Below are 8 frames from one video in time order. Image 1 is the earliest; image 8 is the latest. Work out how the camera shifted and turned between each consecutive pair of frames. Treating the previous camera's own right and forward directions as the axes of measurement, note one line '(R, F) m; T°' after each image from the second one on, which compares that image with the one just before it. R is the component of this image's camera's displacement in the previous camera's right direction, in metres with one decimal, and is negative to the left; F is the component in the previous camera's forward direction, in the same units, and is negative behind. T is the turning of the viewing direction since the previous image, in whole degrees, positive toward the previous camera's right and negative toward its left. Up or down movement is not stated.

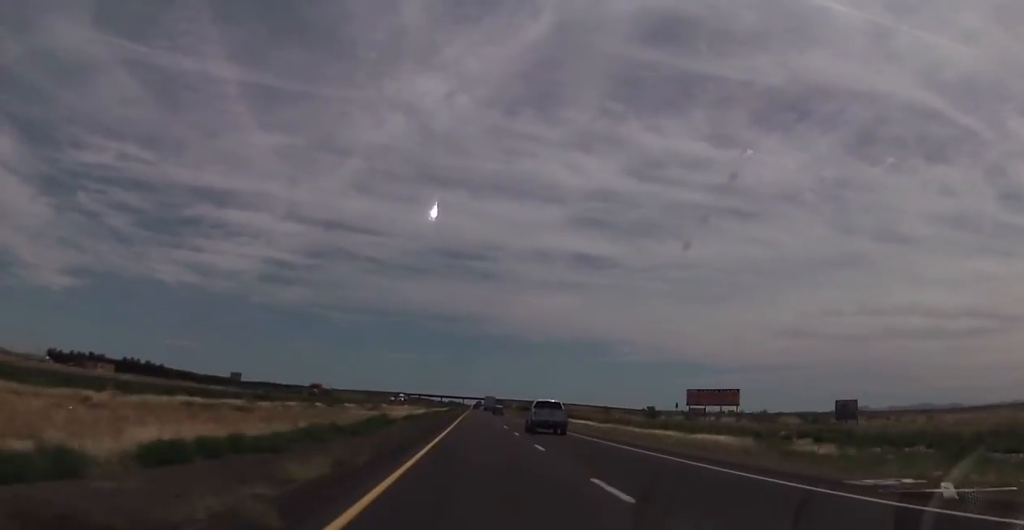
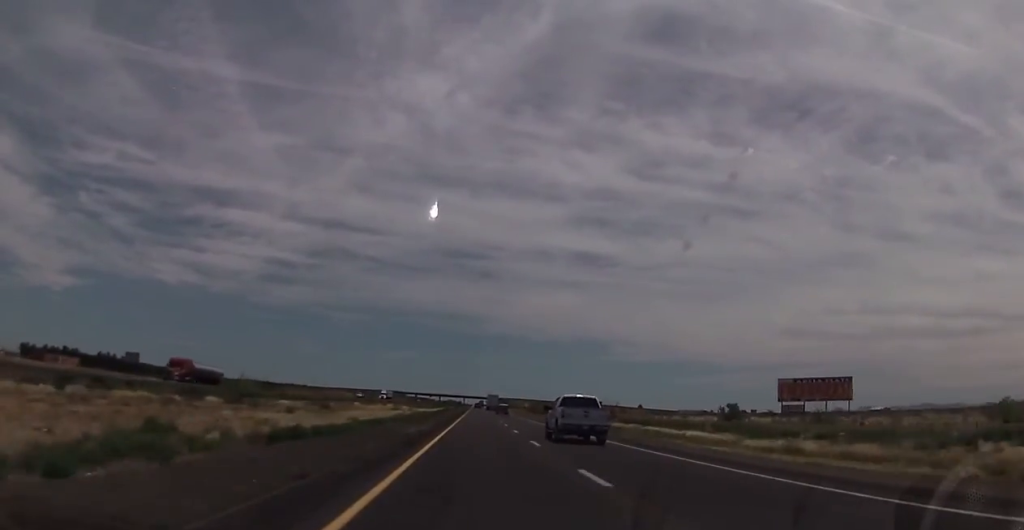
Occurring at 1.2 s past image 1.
(-0.4, +46.8) m; 0°
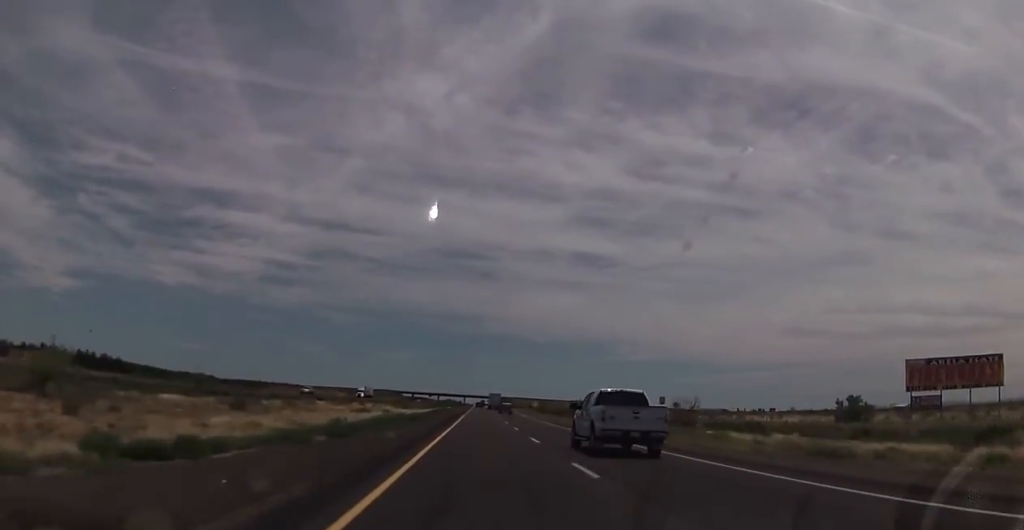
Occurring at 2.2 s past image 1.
(0.0, +35.0) m; 0°
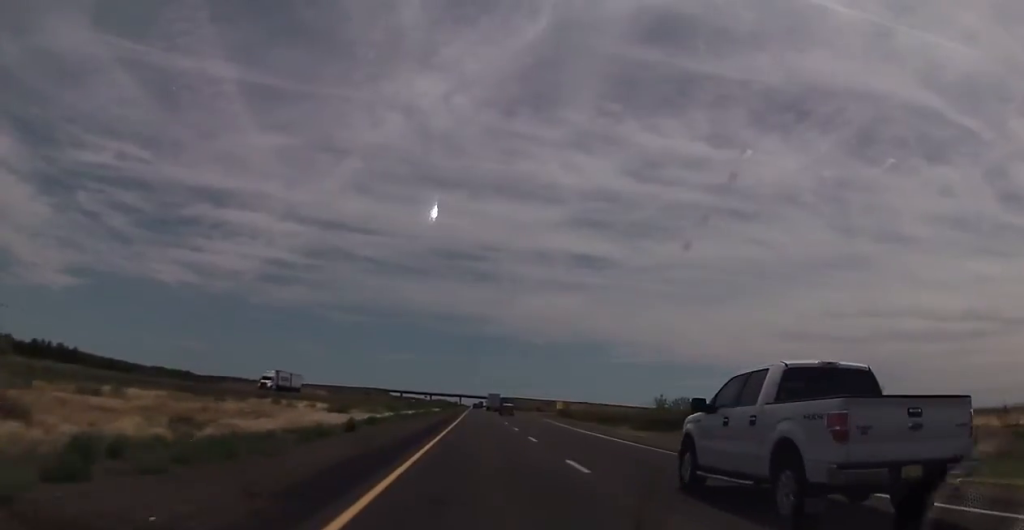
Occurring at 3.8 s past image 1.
(+0.3, +60.5) m; +1°
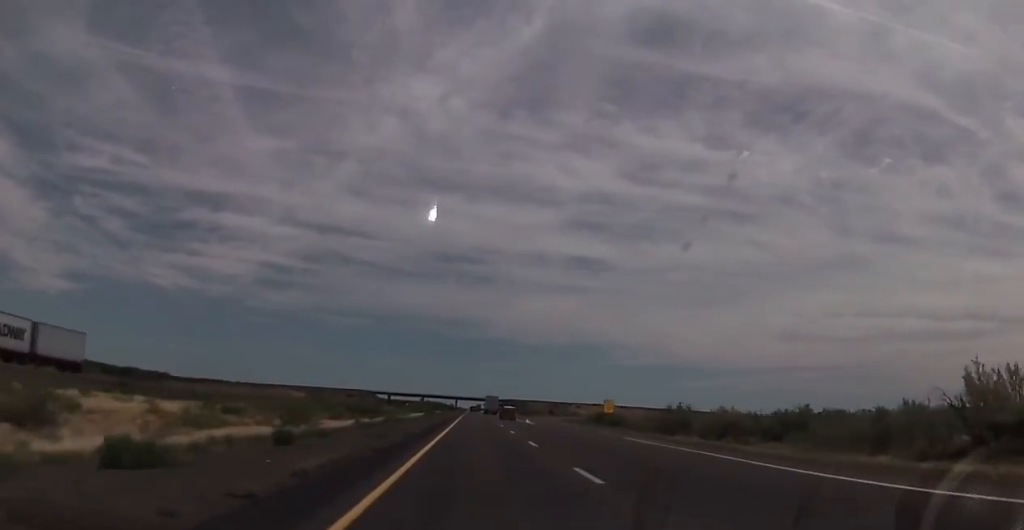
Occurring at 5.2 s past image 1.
(-0.2, +50.0) m; -1°
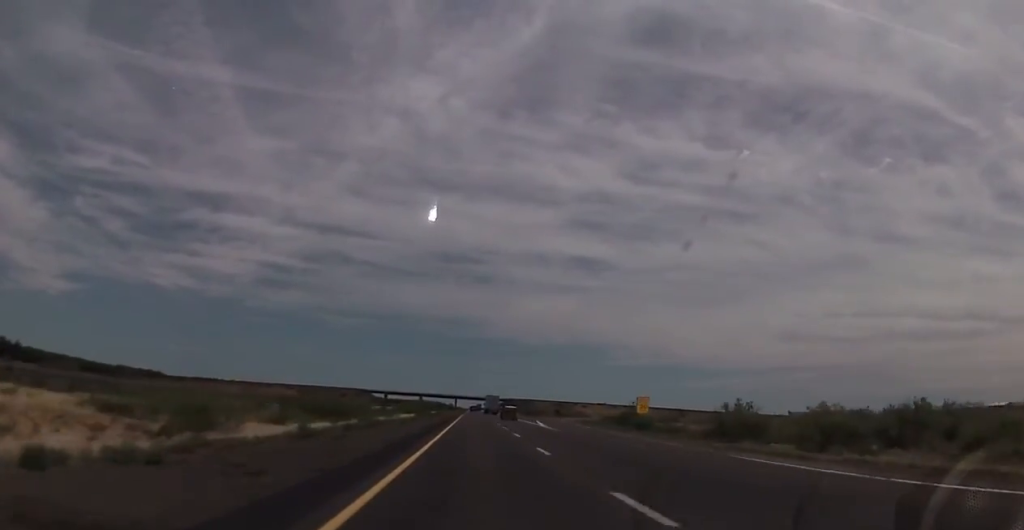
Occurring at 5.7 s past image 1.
(-0.4, +16.6) m; 0°
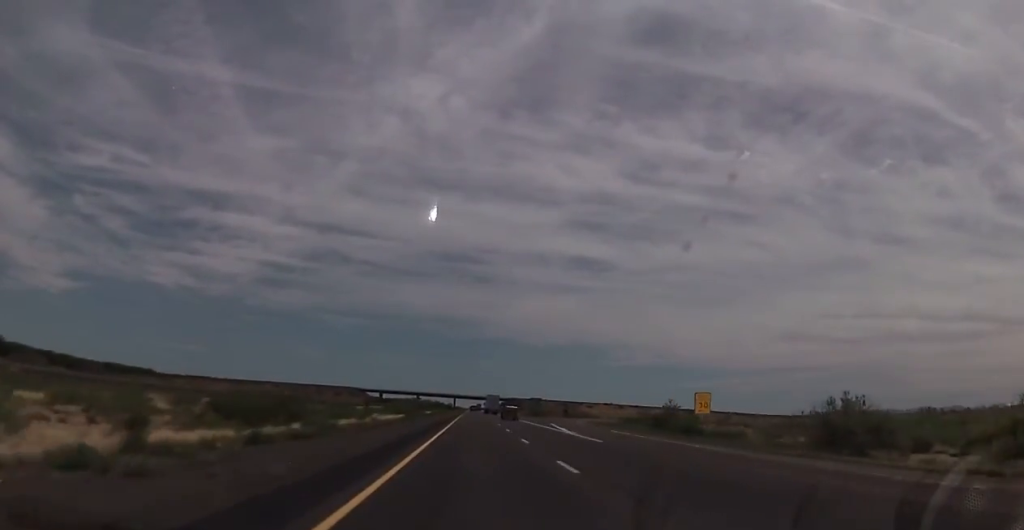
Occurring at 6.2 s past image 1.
(+0.5, +17.8) m; 0°
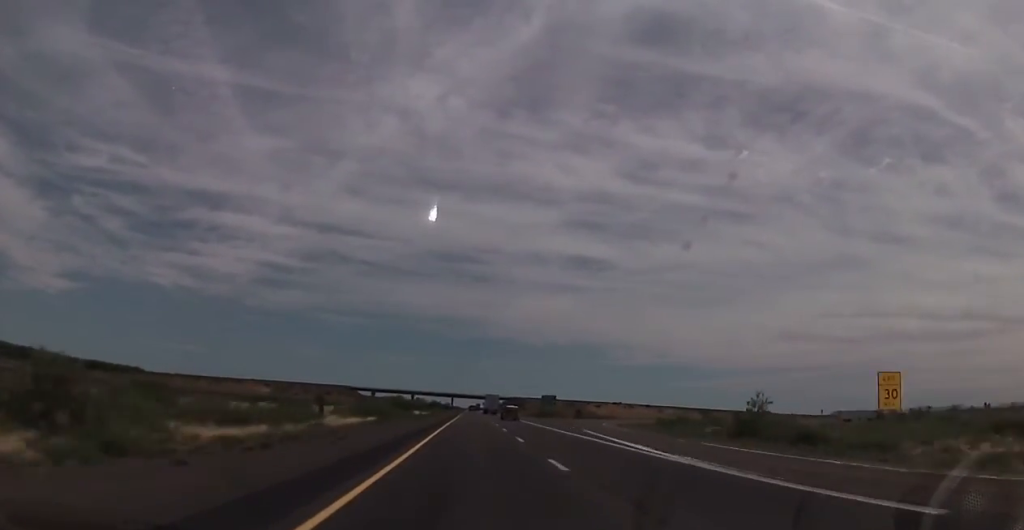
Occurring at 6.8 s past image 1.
(+0.3, +23.7) m; 0°
